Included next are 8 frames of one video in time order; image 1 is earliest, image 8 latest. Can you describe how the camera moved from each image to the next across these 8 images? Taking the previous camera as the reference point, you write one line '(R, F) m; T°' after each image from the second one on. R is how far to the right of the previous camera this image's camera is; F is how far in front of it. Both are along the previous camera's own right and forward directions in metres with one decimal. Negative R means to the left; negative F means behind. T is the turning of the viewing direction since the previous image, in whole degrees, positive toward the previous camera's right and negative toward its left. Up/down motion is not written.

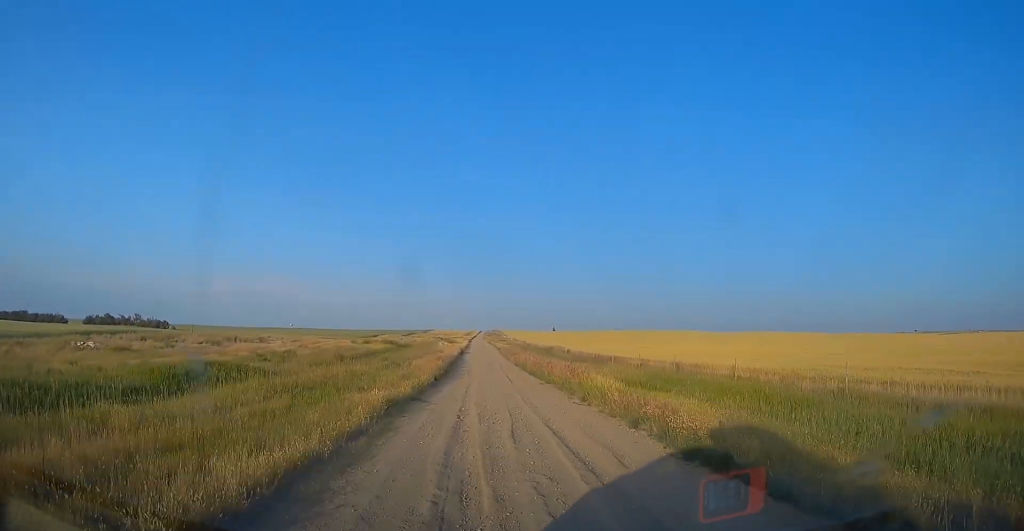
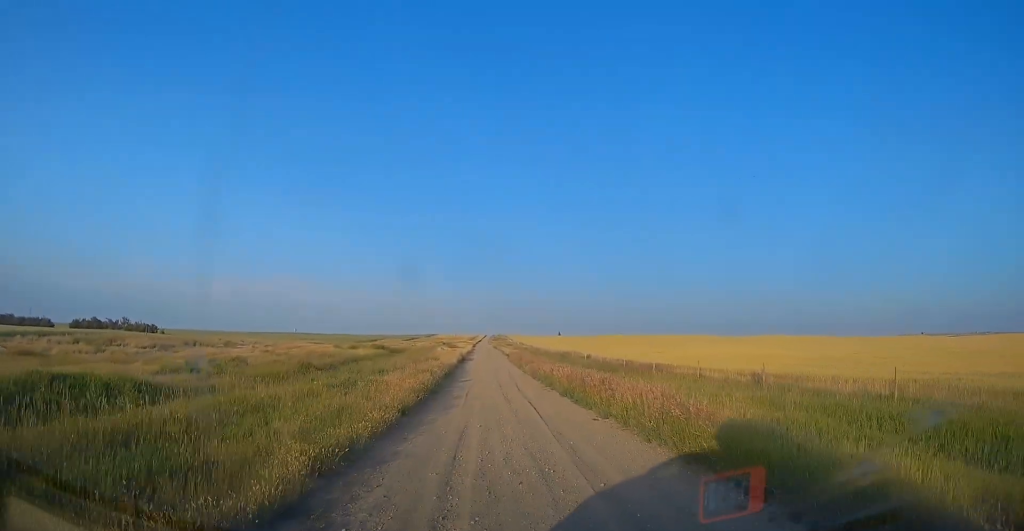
(-0.1, +10.9) m; -1°
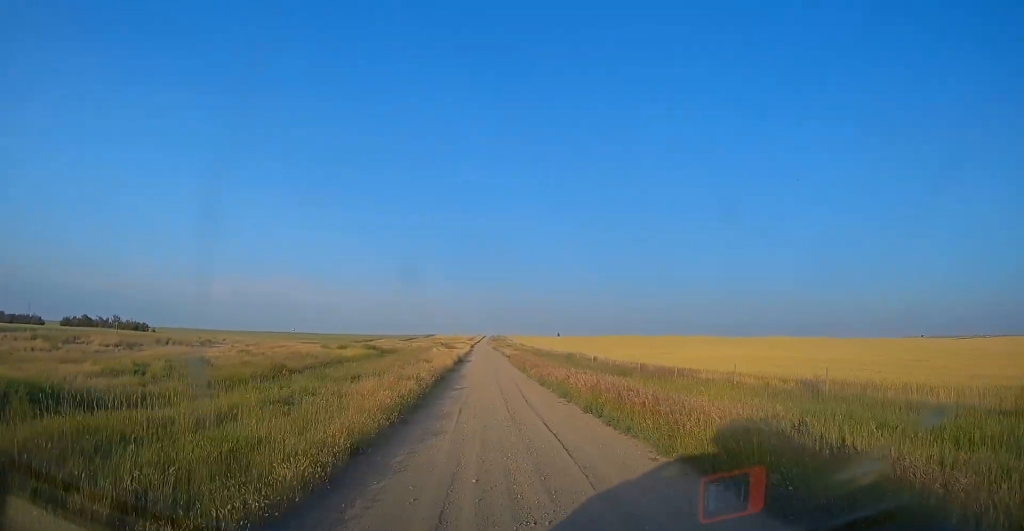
(-0.1, +4.9) m; -1°
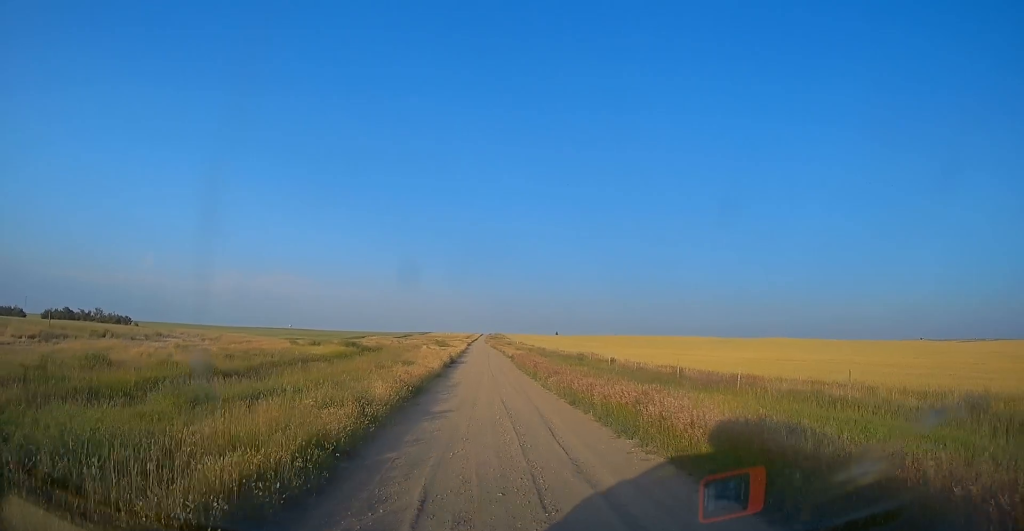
(0.0, +9.1) m; 0°
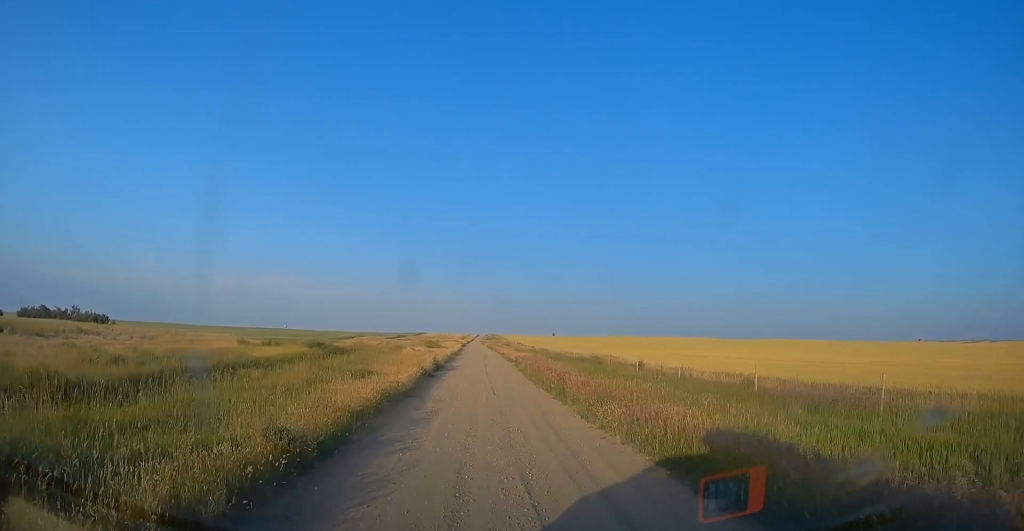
(0.0, +10.4) m; 0°
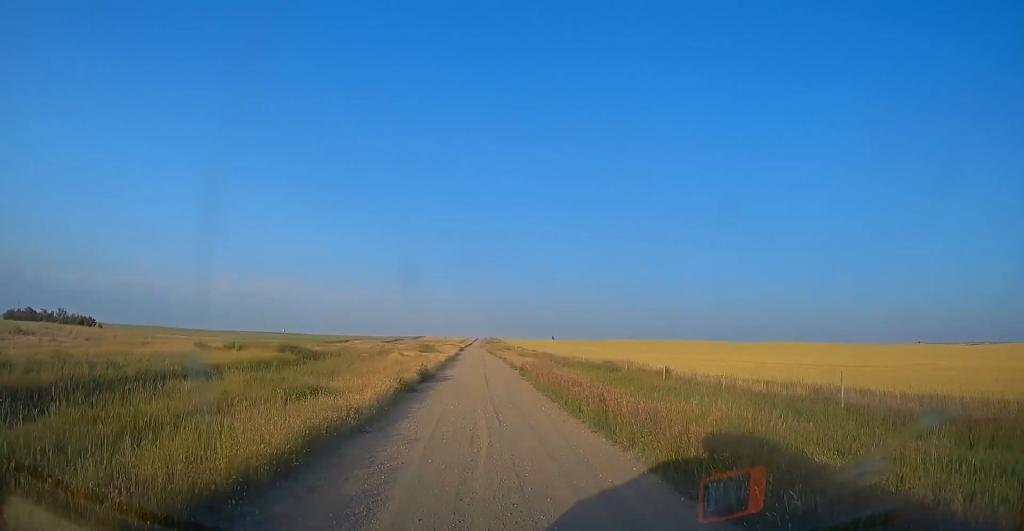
(0.0, +6.3) m; 0°
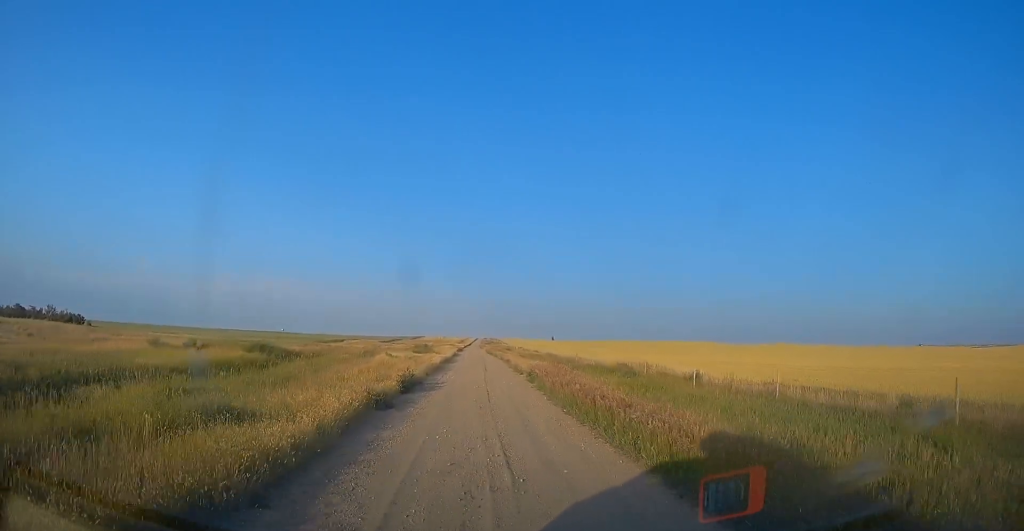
(0.0, +5.2) m; 0°
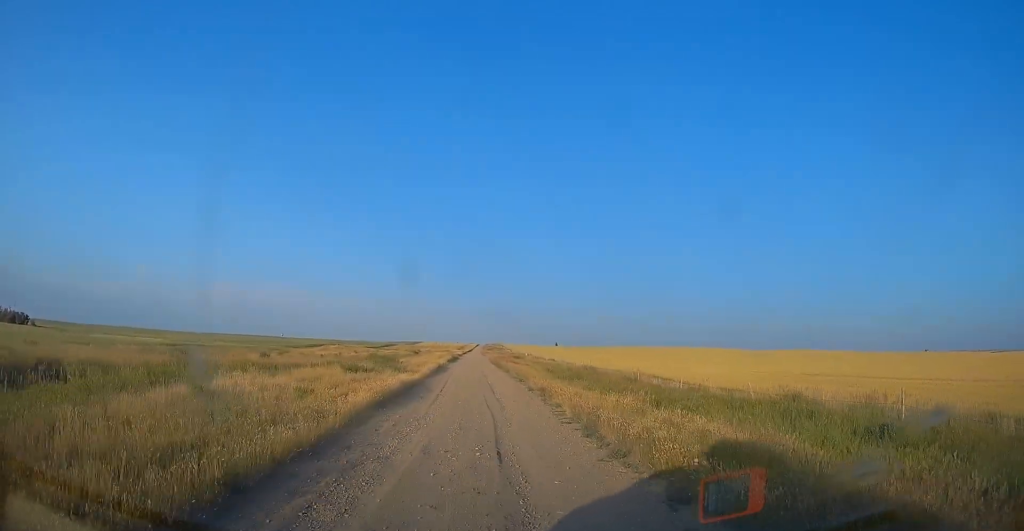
(+0.7, +24.6) m; +2°
